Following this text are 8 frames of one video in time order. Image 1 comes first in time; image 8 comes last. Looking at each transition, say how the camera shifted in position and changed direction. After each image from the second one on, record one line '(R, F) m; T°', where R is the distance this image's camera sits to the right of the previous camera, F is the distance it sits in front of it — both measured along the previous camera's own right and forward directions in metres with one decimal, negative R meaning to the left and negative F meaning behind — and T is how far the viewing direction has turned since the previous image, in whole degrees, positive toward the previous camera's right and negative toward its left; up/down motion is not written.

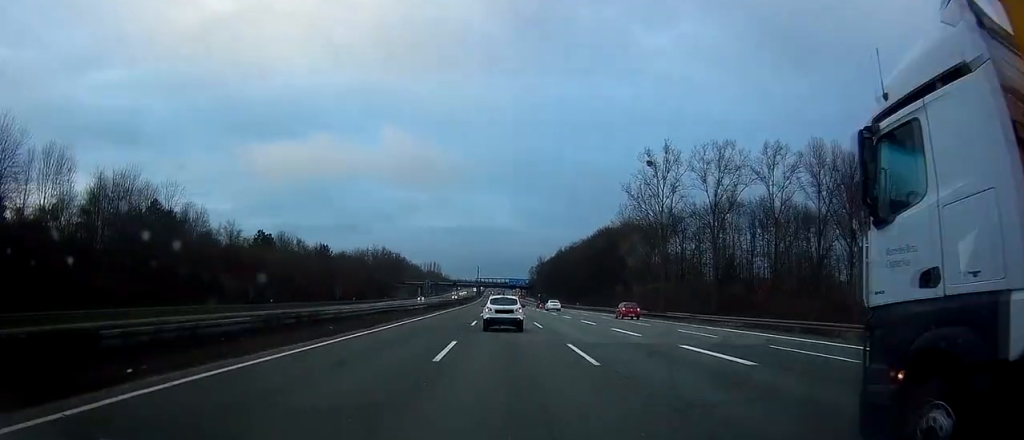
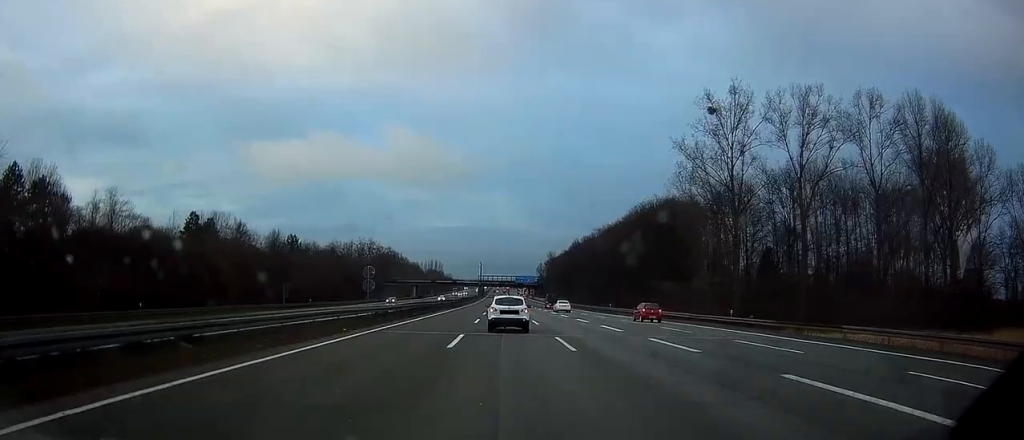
(-0.2, +31.2) m; -1°
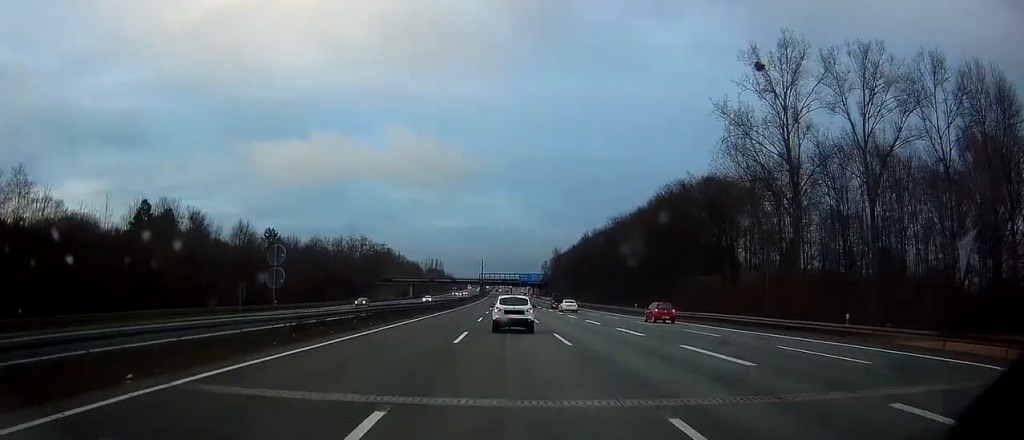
(0.0, +15.5) m; 0°
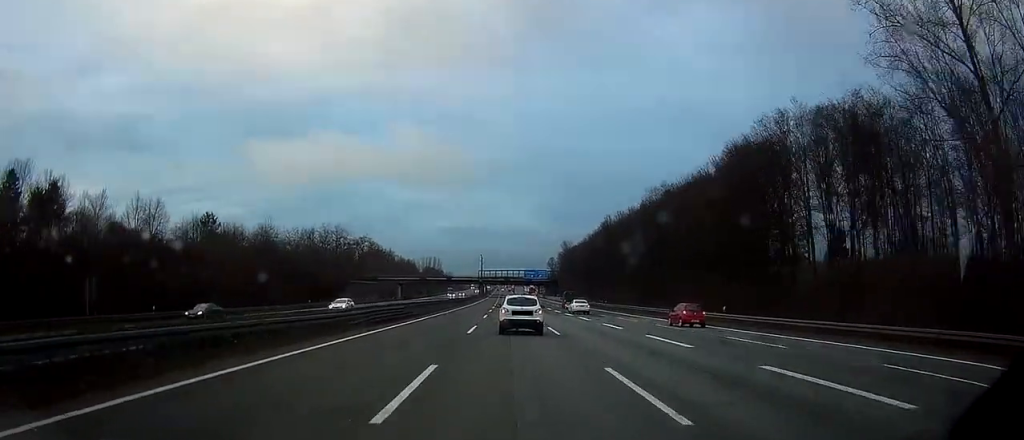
(-0.2, +29.4) m; -1°
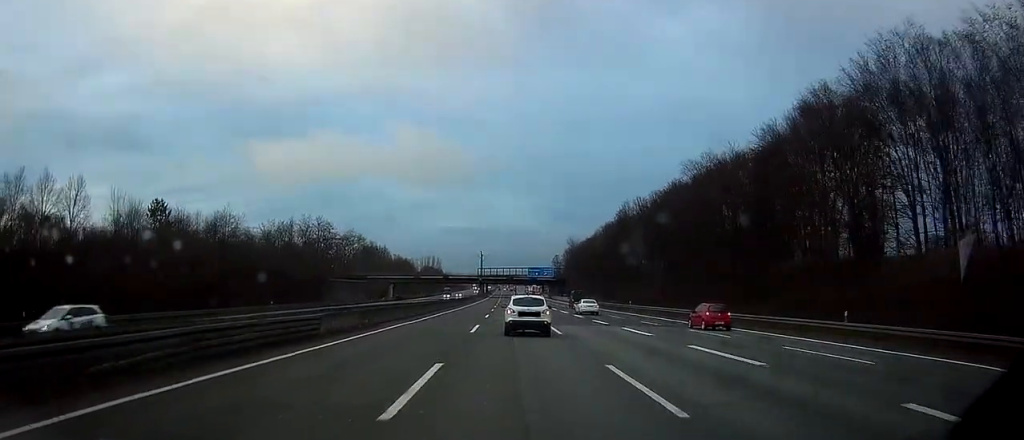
(0.0, +17.2) m; 0°
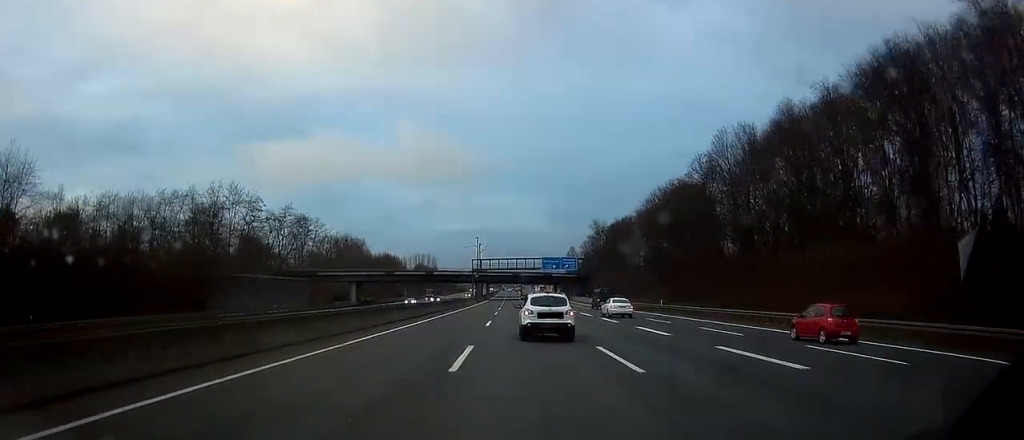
(-0.6, +48.3) m; -1°
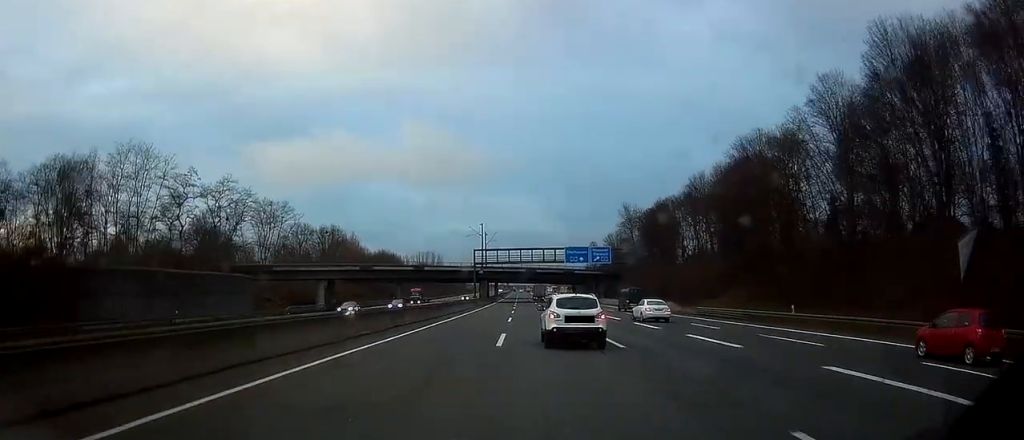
(+0.1, +29.1) m; -1°
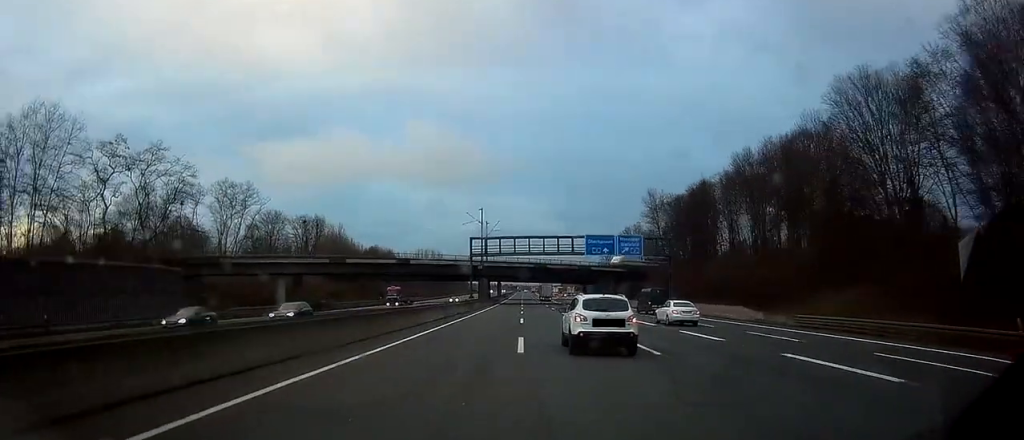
(-0.3, +20.0) m; 0°
